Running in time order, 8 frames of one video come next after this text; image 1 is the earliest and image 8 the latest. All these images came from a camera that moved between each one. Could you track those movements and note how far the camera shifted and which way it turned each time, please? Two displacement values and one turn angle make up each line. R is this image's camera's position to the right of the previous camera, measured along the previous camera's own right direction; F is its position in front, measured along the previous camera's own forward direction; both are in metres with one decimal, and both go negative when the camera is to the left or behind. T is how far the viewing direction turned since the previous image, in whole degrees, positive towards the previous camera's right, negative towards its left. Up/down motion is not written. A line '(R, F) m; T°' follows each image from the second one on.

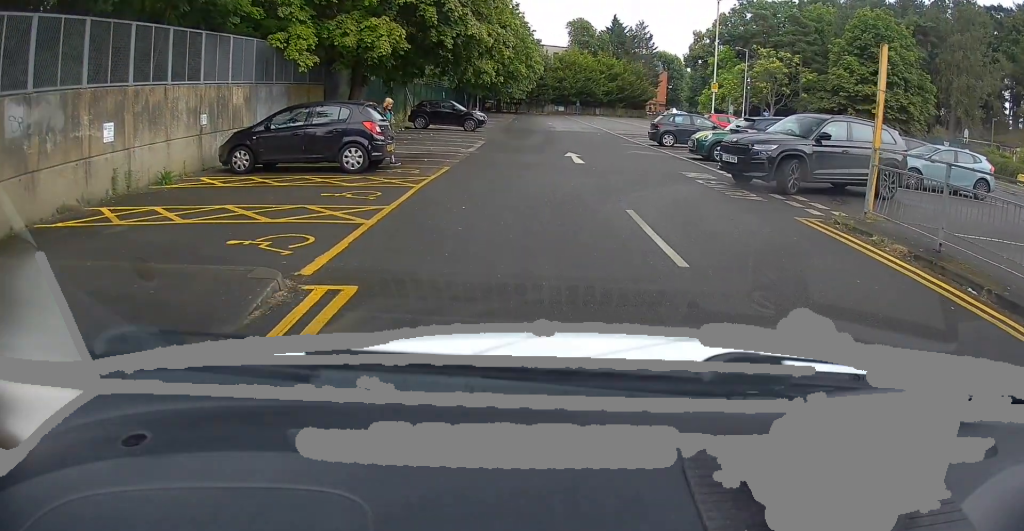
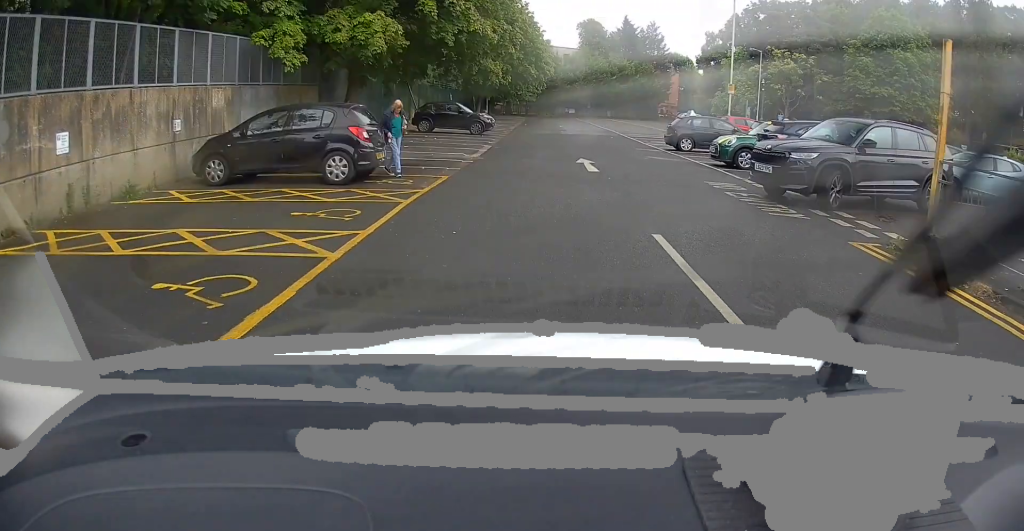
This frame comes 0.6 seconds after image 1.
(+0.1, +1.5) m; +1°
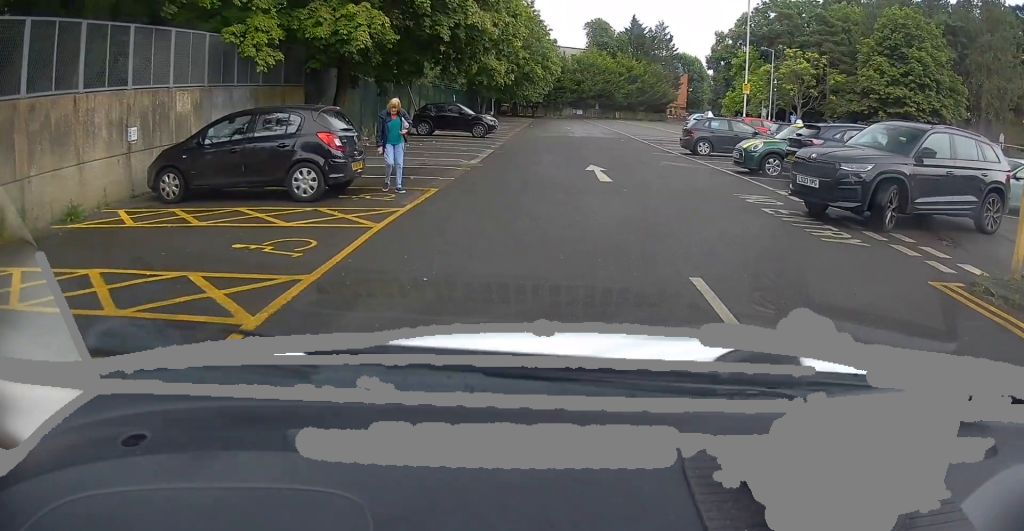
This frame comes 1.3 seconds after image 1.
(0.0, +1.9) m; 0°
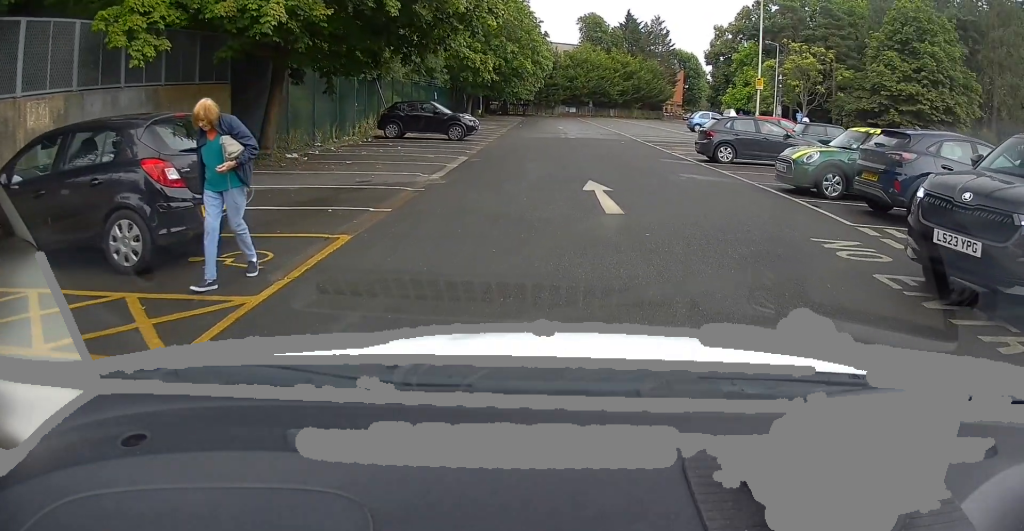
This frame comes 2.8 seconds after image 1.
(-0.1, +4.3) m; -1°
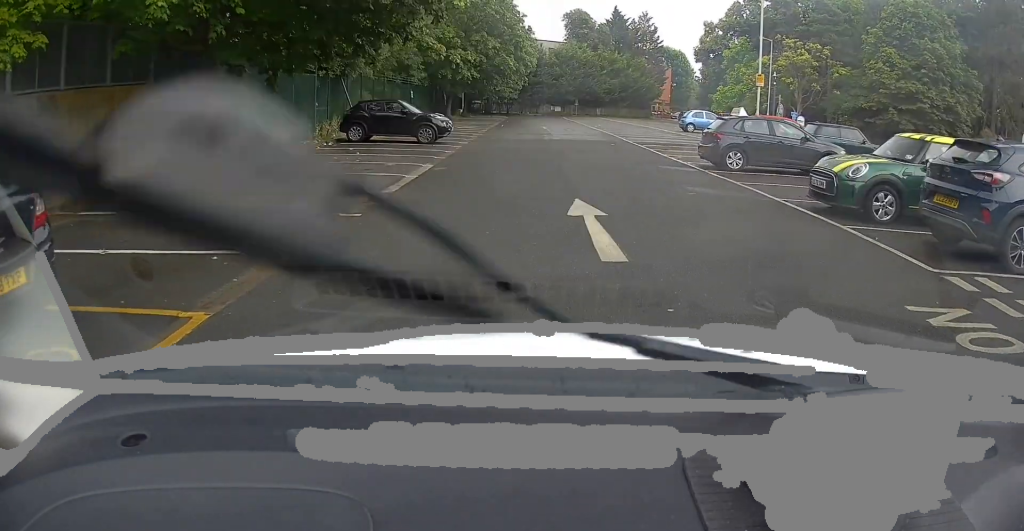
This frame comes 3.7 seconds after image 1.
(0.0, +2.6) m; -2°
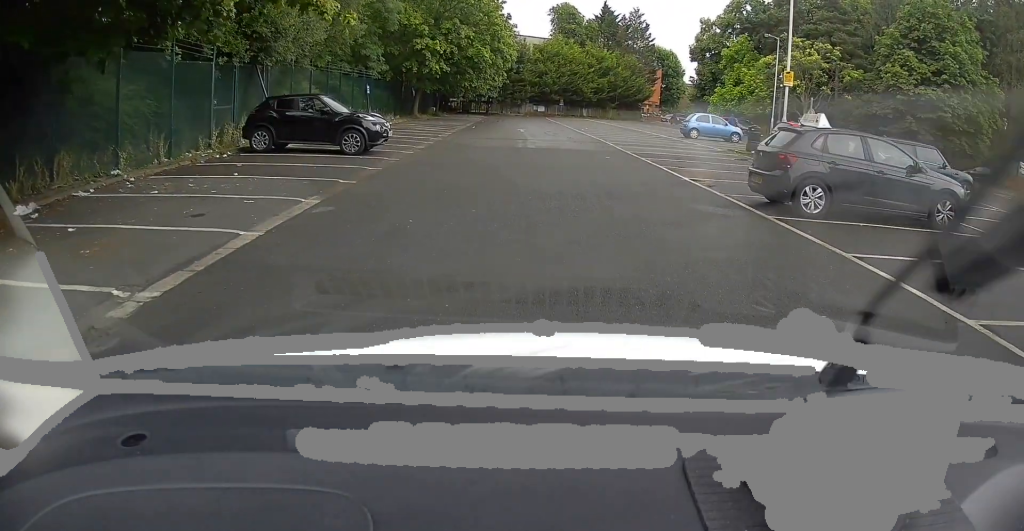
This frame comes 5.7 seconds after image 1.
(+0.1, +6.1) m; +4°
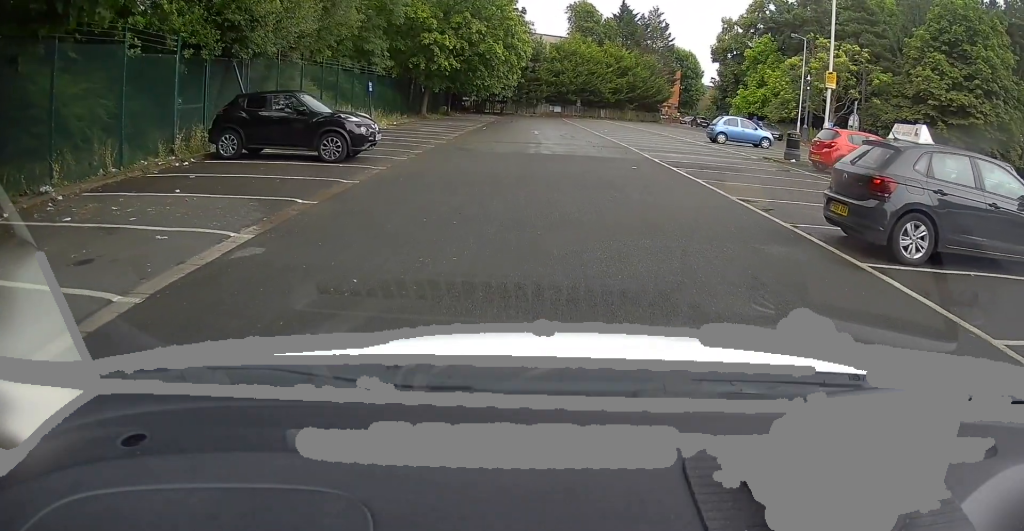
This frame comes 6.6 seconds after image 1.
(0.0, +2.6) m; -1°
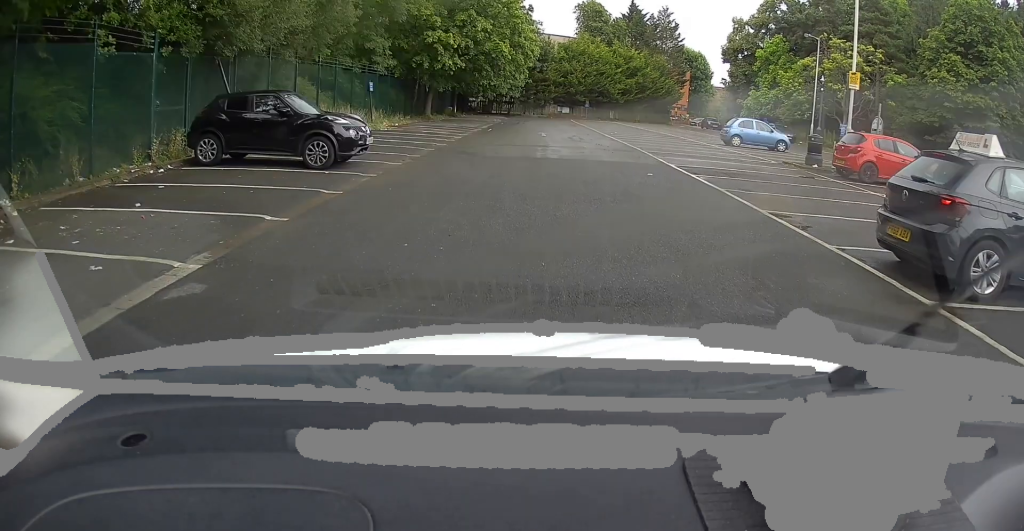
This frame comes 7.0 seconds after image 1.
(0.0, +1.3) m; 0°
